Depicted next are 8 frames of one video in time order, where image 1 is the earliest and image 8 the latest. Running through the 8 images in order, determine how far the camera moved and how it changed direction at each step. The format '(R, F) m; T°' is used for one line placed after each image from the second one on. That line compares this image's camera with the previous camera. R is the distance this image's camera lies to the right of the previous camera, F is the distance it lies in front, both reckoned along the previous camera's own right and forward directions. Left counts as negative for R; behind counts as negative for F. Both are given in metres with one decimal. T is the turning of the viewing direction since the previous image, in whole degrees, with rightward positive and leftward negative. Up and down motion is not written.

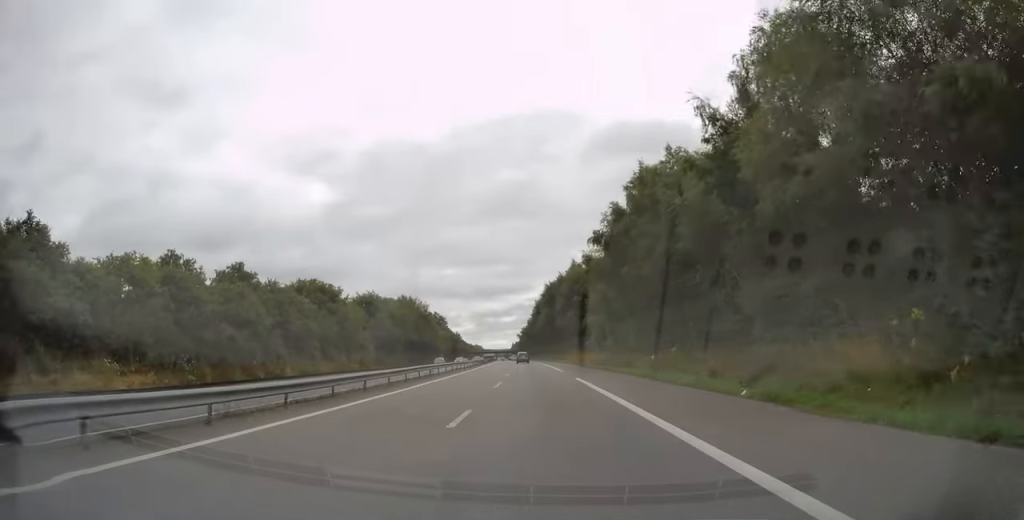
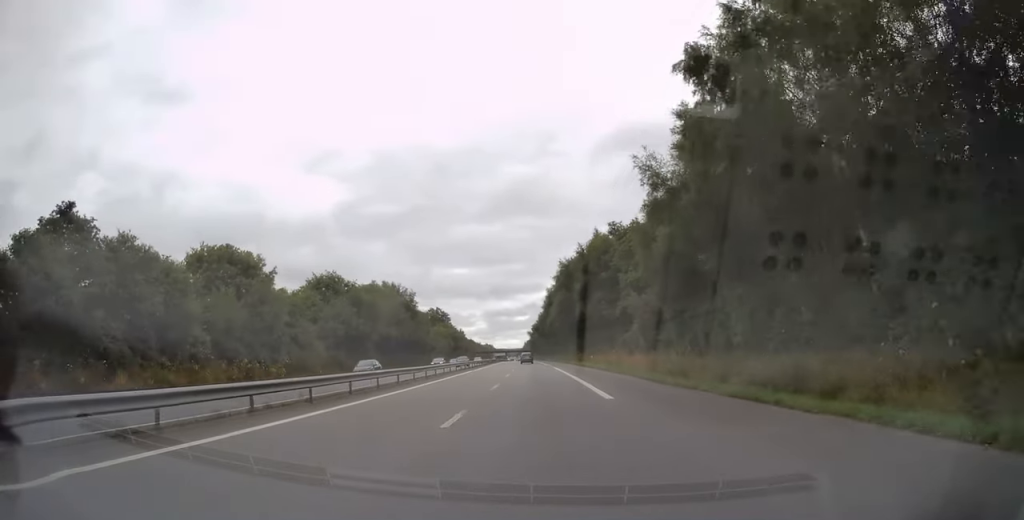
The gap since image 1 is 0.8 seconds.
(-0.2, +25.7) m; -1°
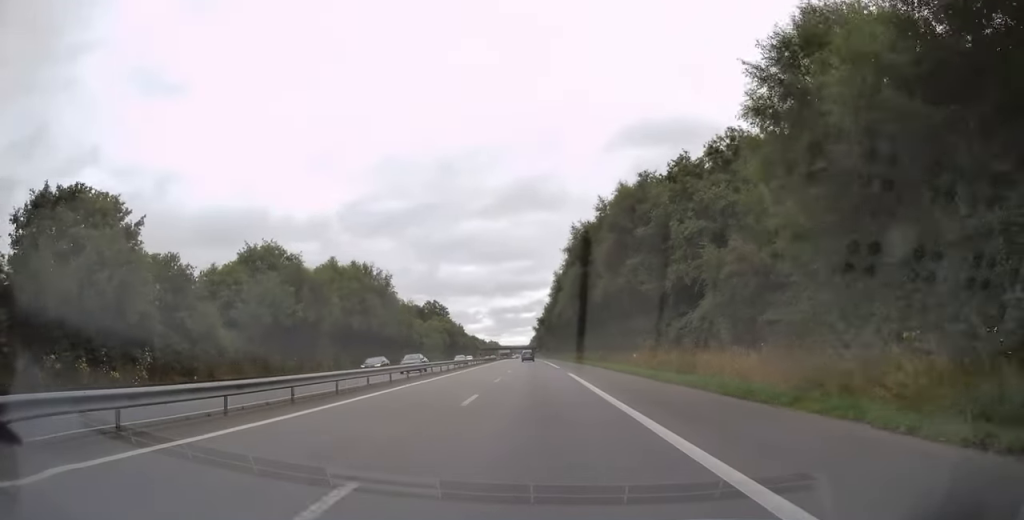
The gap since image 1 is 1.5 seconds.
(-0.2, +21.1) m; -1°
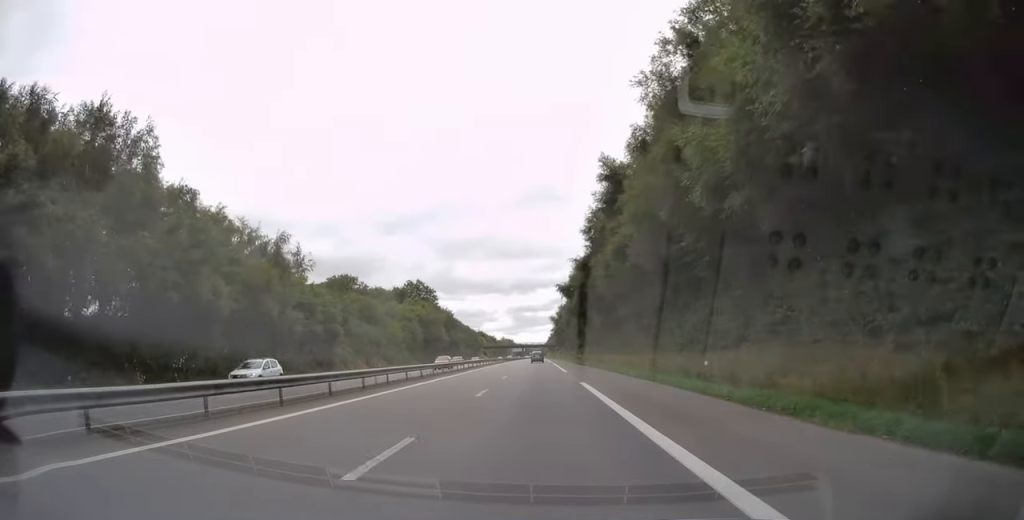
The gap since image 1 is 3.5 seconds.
(-0.8, +60.7) m; -1°
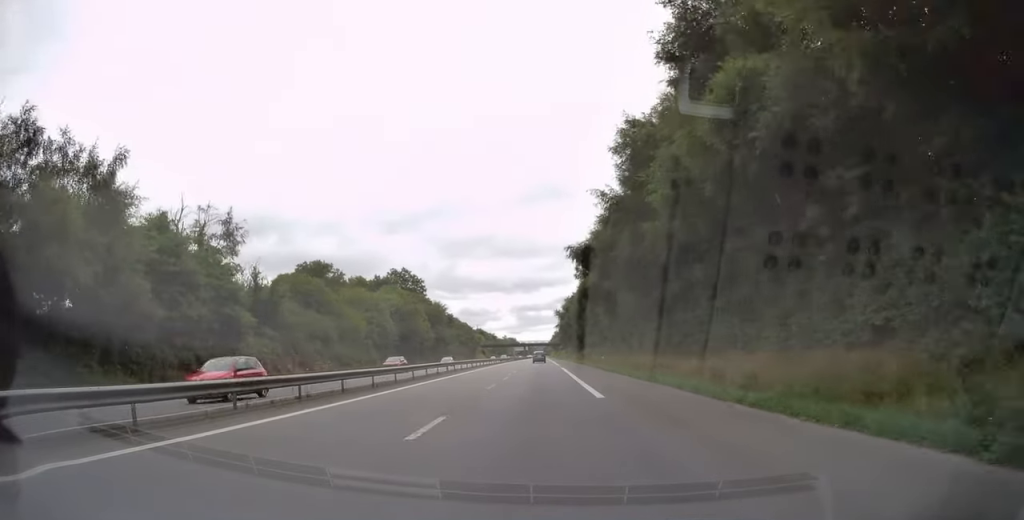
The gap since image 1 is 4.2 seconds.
(0.0, +22.6) m; -1°
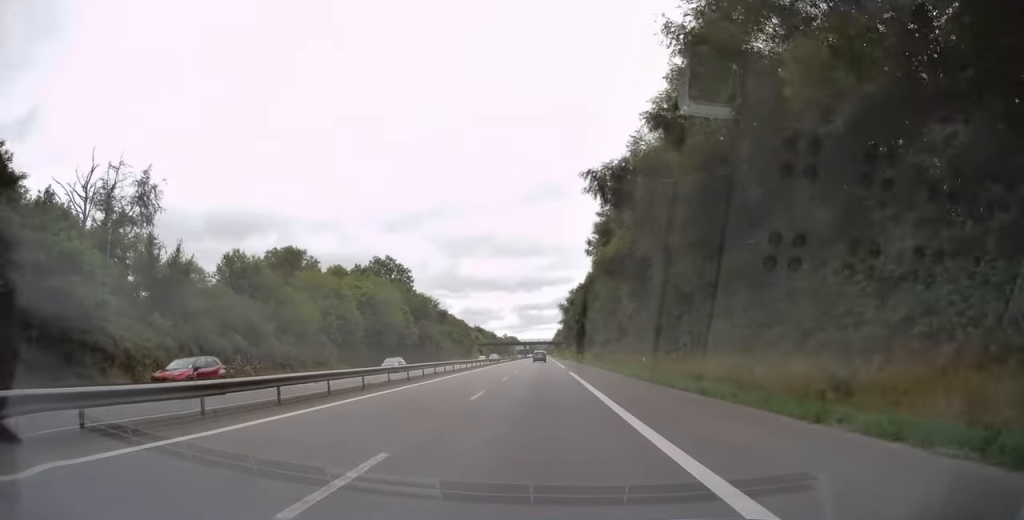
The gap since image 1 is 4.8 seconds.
(-0.2, +17.5) m; 0°
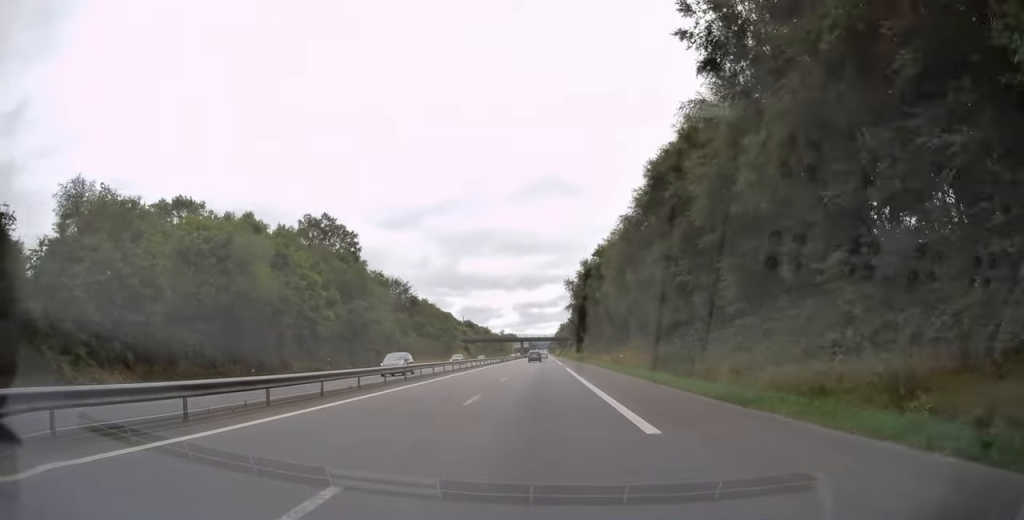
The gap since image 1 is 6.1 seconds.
(-0.3, +40.7) m; -1°
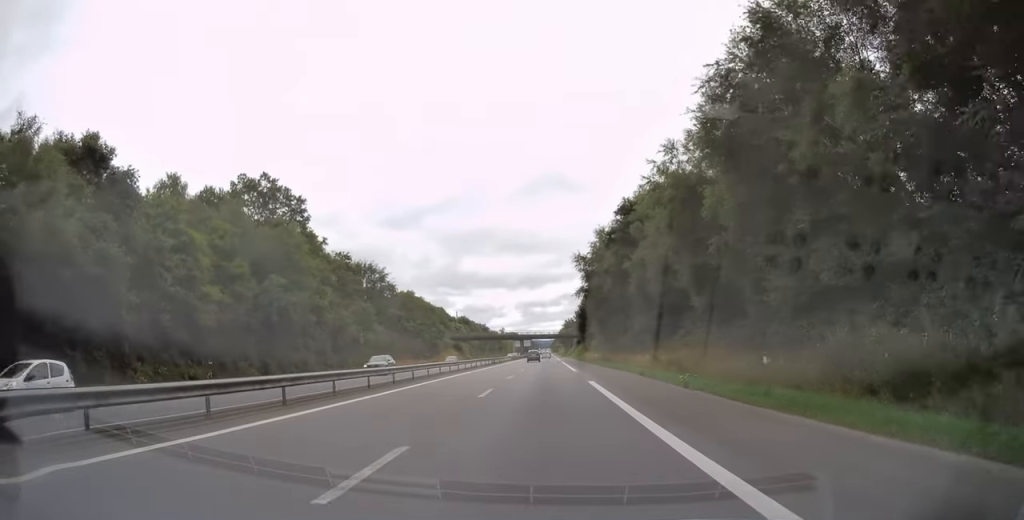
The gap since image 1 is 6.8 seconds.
(0.0, +23.2) m; 0°
